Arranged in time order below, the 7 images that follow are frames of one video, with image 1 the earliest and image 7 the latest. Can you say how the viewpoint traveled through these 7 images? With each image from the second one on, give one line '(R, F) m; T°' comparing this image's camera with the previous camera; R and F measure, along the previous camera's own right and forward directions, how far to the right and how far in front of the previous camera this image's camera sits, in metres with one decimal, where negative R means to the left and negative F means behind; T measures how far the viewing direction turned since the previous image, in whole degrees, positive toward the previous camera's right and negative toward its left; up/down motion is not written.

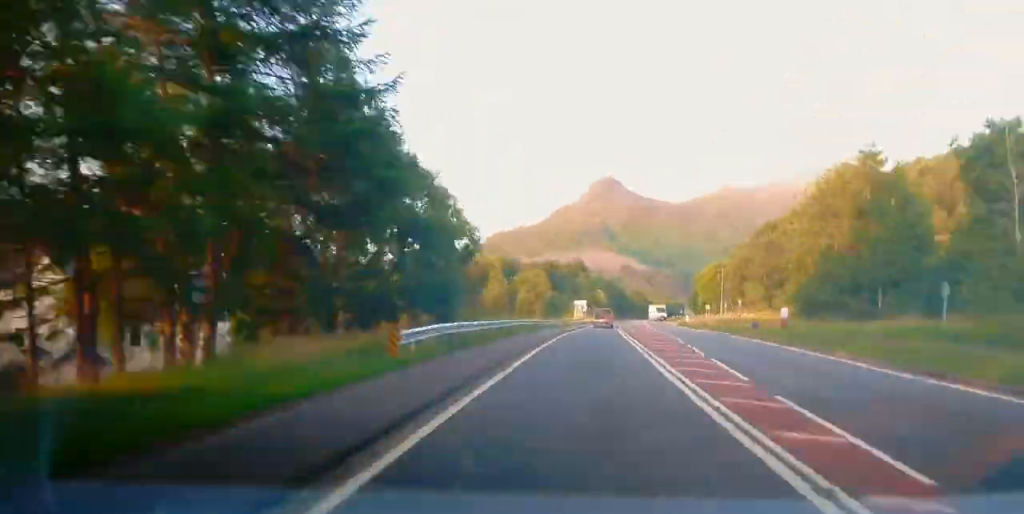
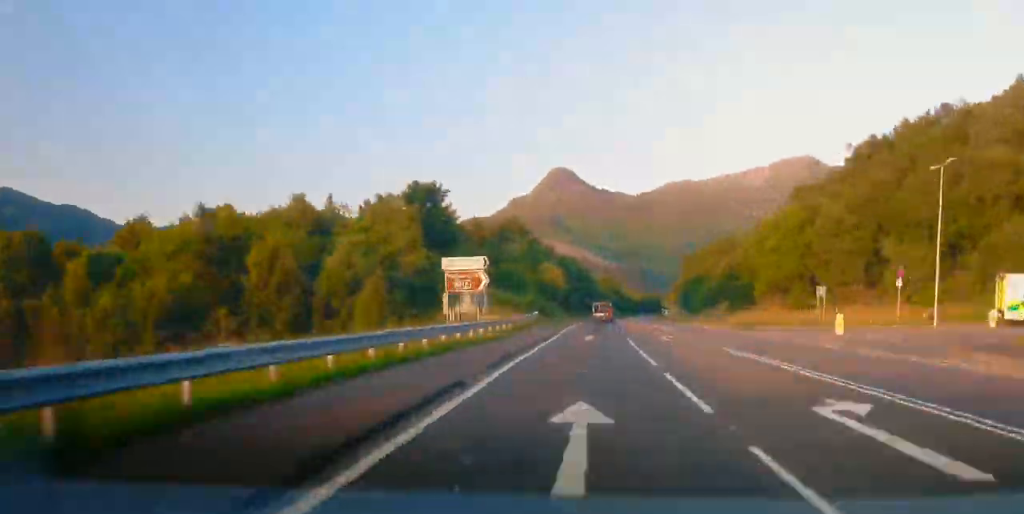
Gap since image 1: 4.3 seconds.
(+3.3, +88.3) m; +4°
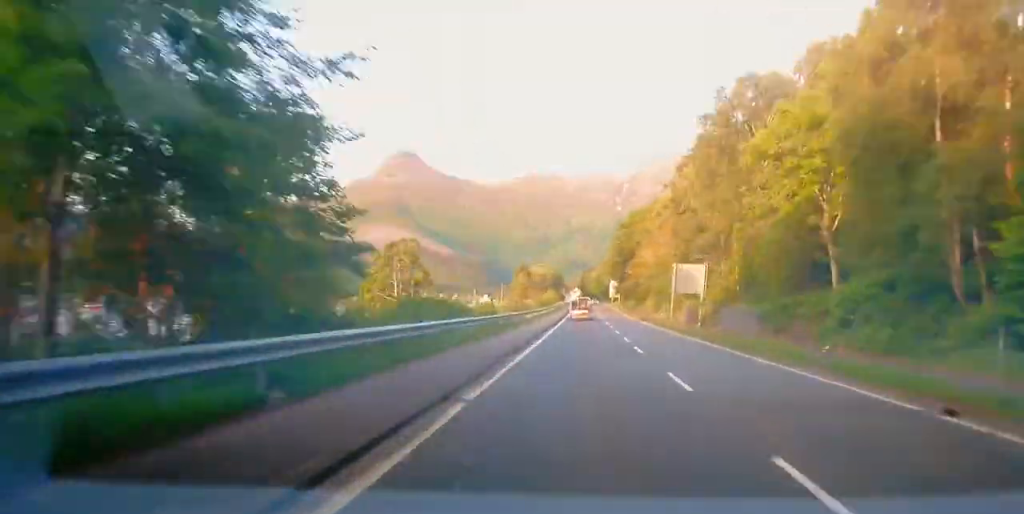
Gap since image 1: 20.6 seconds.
(+28.9, +337.6) m; +6°
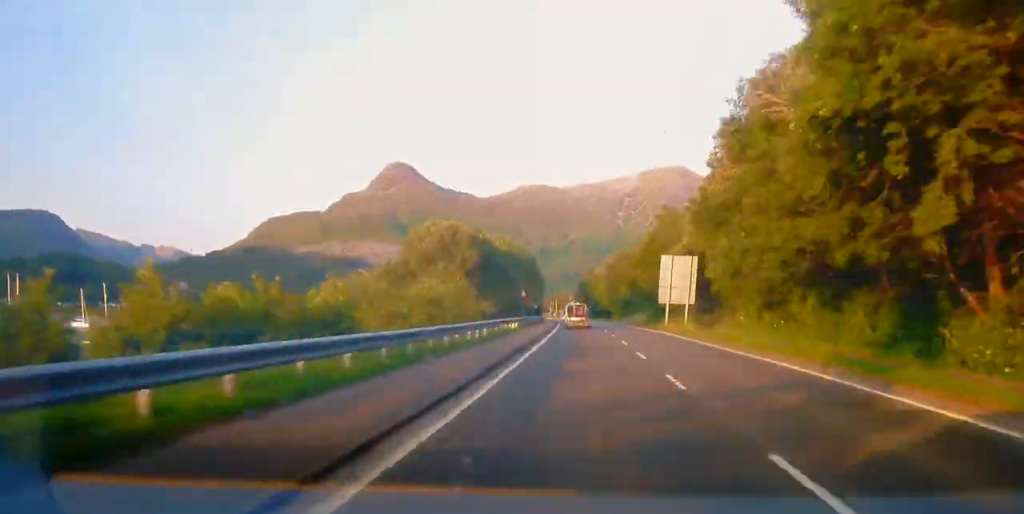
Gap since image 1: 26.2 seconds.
(+0.8, +115.6) m; -1°
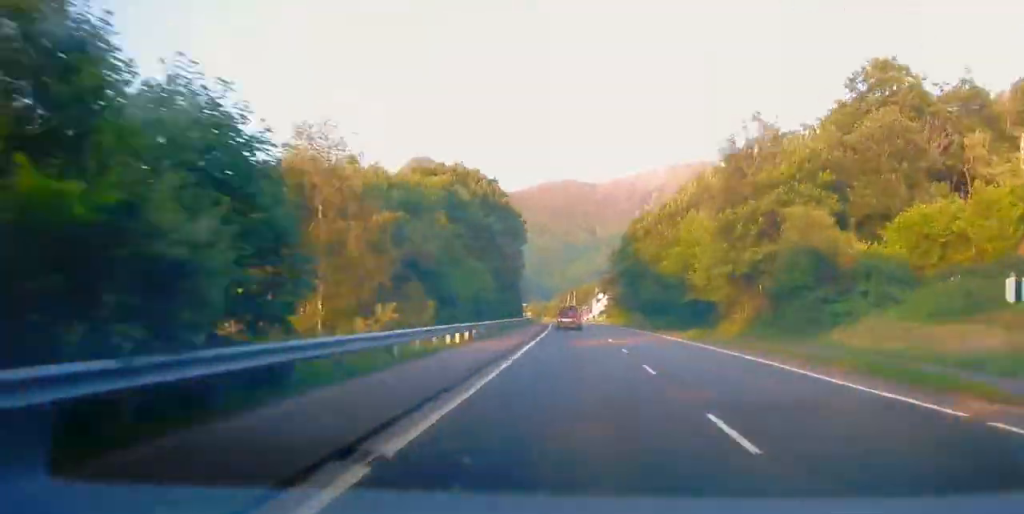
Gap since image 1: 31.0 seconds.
(-2.7, +115.5) m; -3°
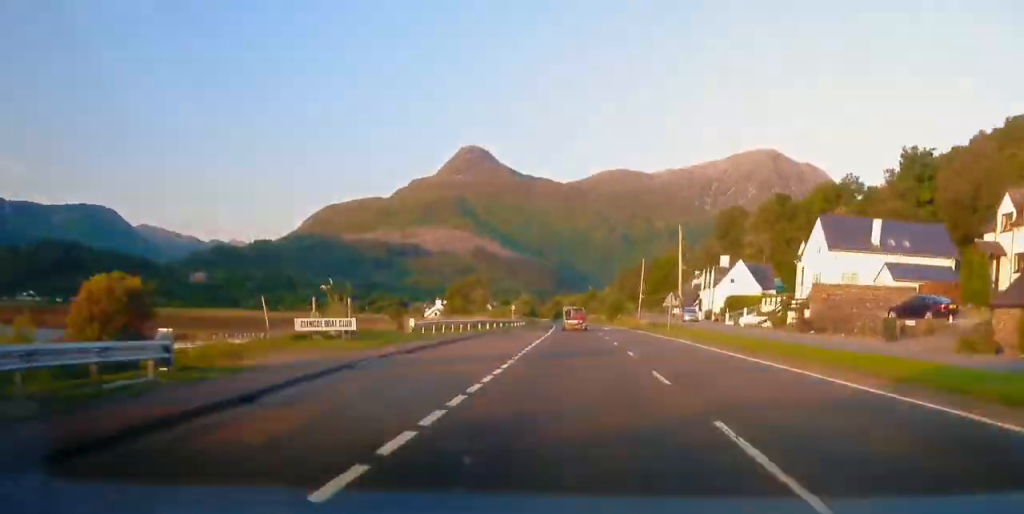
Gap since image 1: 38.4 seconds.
(-7.2, +192.0) m; -5°
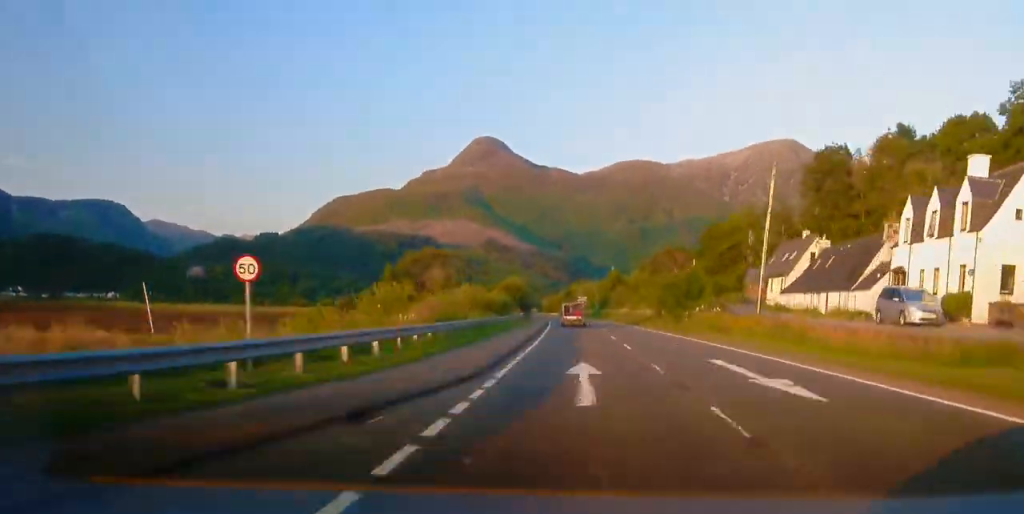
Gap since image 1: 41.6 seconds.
(+0.5, +86.4) m; -2°
